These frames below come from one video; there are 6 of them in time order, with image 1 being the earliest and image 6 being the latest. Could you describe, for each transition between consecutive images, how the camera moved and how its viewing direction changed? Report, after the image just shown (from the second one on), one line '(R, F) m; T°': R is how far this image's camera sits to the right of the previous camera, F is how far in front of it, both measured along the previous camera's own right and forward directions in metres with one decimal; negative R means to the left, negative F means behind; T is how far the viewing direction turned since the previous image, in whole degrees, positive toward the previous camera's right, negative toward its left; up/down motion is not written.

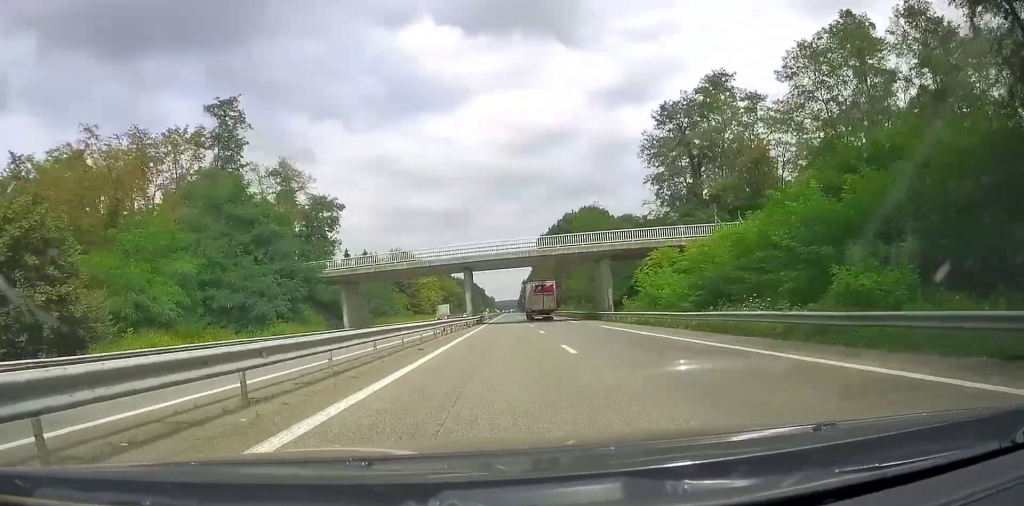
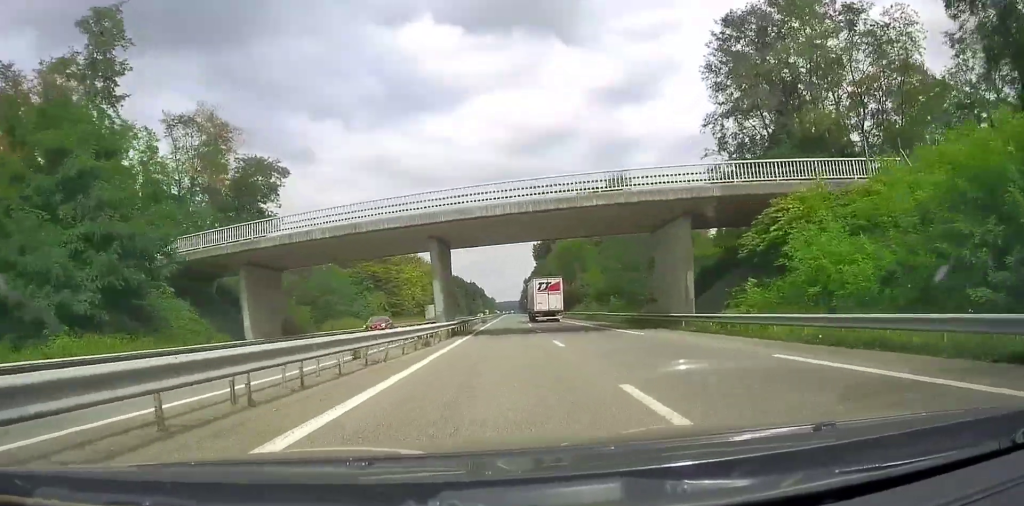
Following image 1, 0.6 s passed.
(+0.1, +22.3) m; 0°
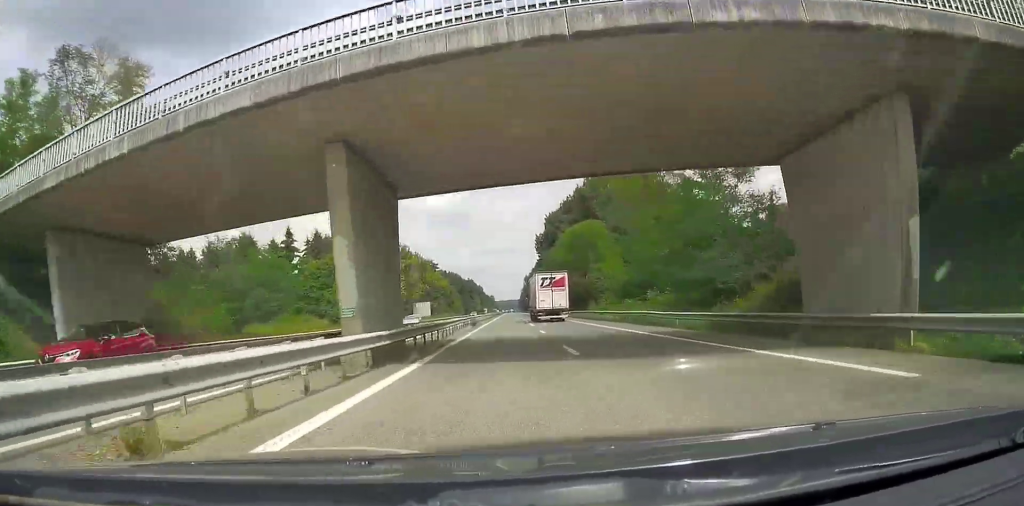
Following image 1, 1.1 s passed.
(-0.2, +16.8) m; 0°
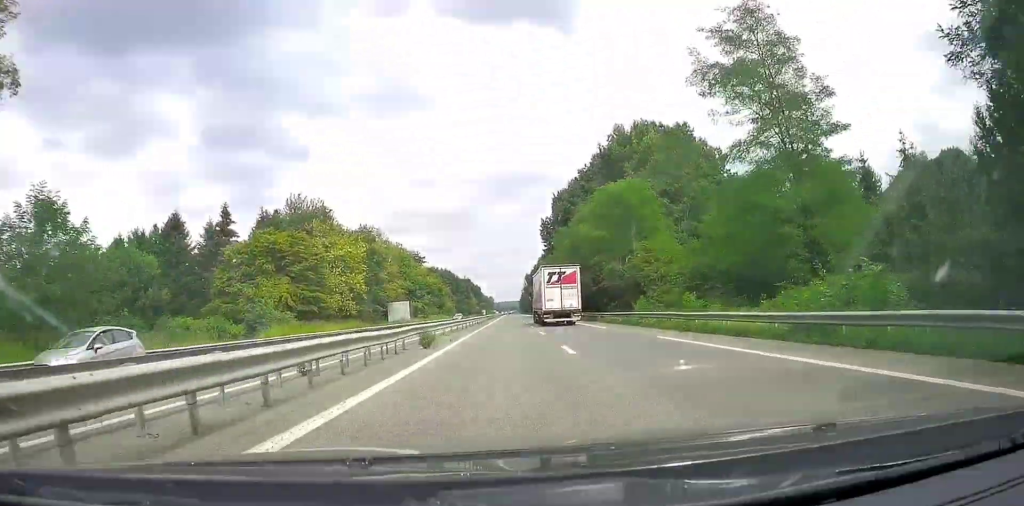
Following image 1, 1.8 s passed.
(+0.1, +25.1) m; 0°
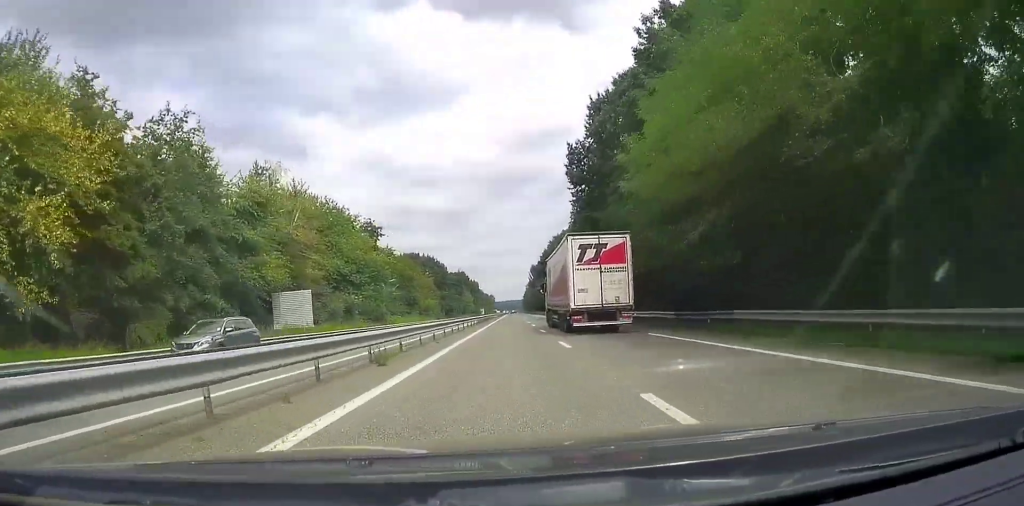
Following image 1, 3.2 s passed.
(-0.2, +49.0) m; -1°
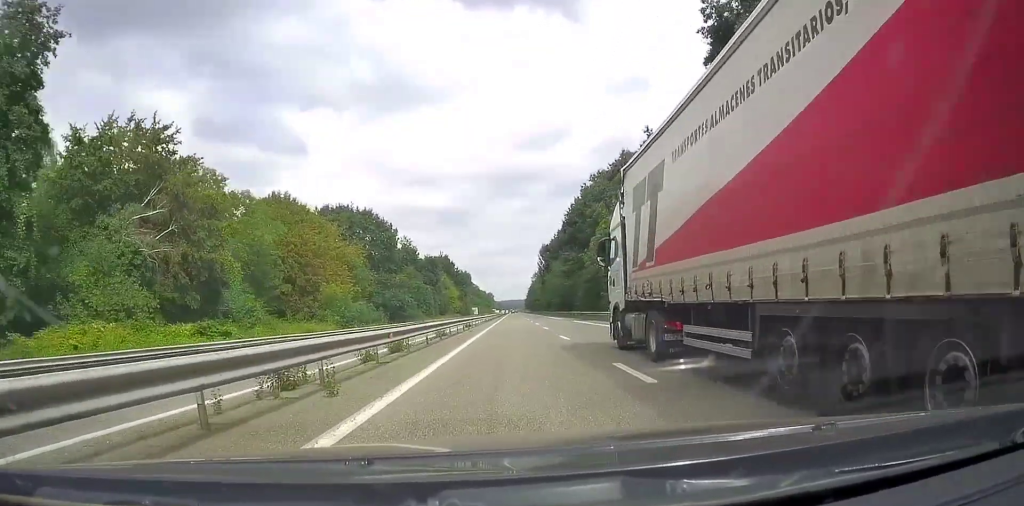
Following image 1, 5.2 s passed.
(-0.1, +72.5) m; +1°
